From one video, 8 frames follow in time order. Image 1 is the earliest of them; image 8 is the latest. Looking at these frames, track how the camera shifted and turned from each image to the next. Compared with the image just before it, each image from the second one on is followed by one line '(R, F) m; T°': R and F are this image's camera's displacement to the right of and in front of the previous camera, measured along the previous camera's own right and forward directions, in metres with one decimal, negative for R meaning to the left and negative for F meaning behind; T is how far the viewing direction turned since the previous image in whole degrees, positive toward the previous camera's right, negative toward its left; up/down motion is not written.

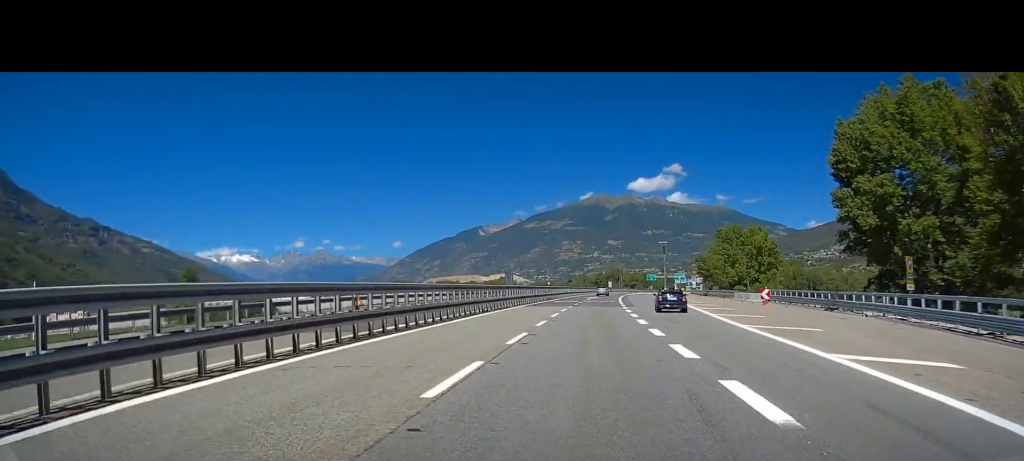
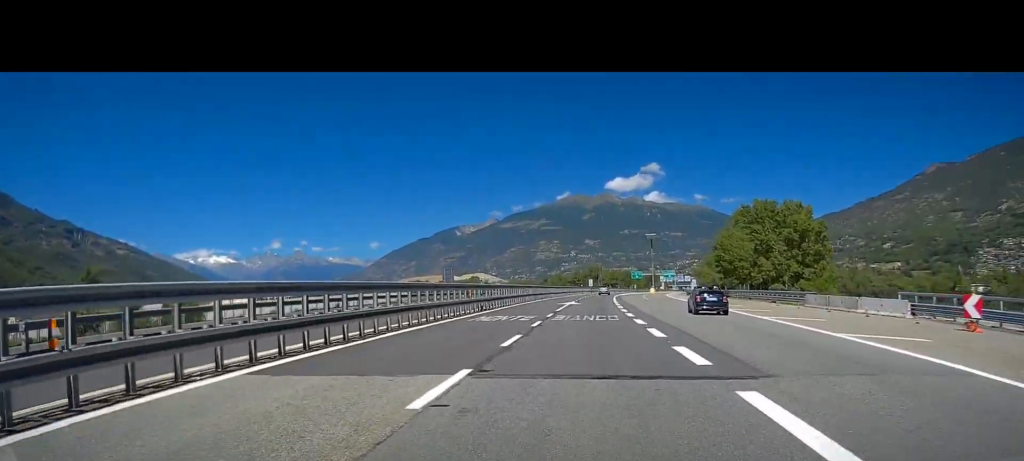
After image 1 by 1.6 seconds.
(+0.6, +36.8) m; 0°
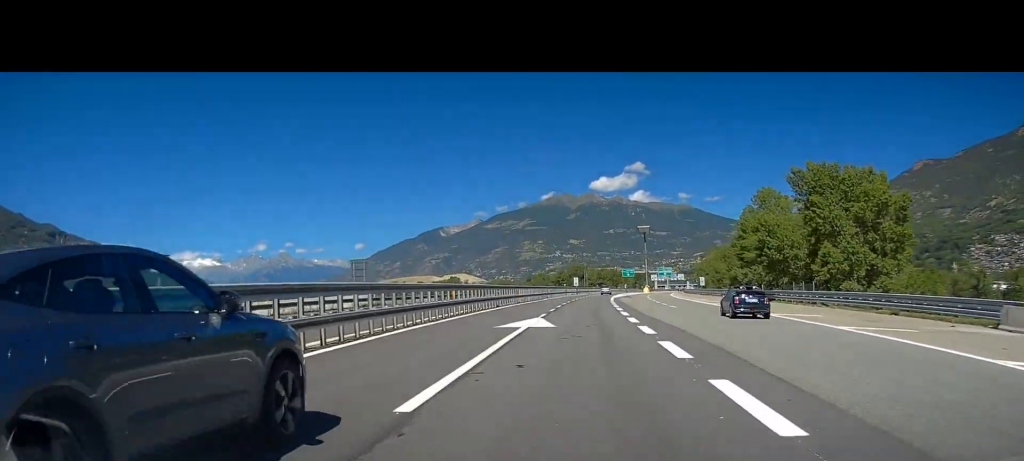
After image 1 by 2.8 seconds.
(-0.1, +28.7) m; +1°
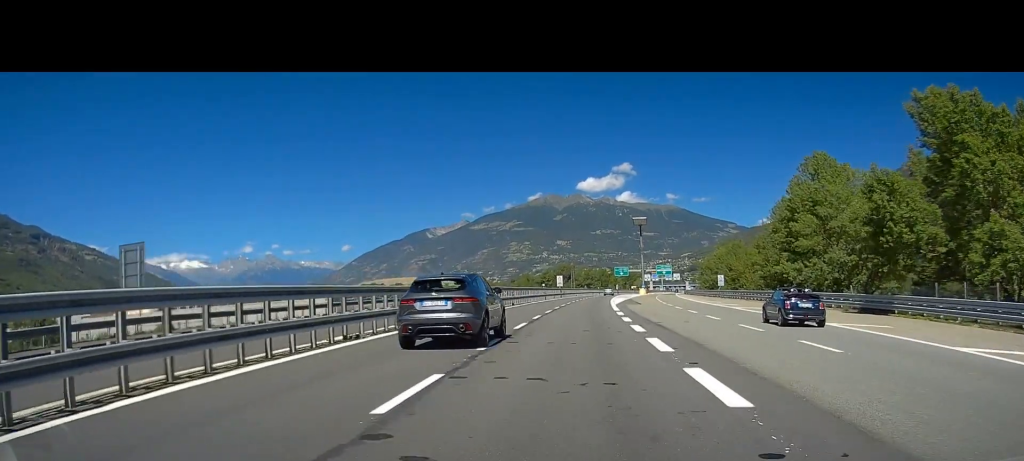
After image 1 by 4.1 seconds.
(+0.4, +28.6) m; +1°
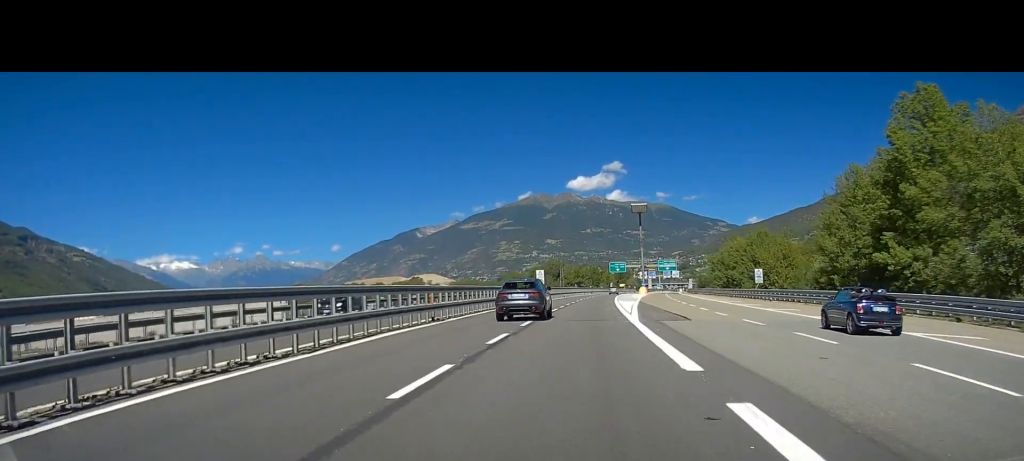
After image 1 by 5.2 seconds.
(+0.1, +27.5) m; 0°
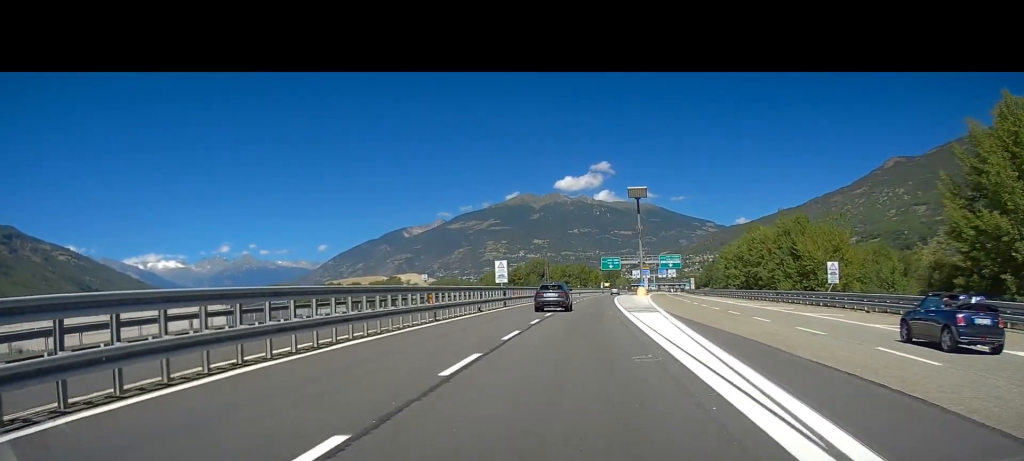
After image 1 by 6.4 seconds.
(-0.2, +26.8) m; +1°
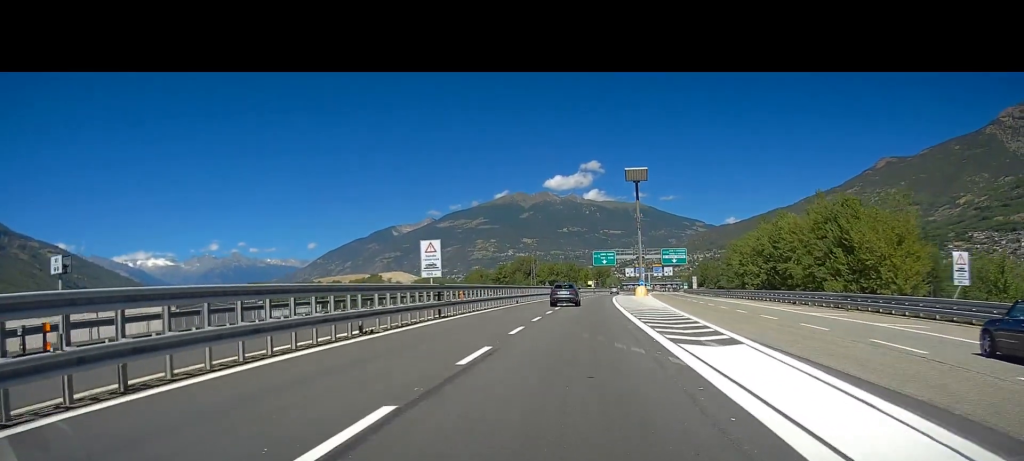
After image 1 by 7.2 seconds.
(+0.5, +20.1) m; +2°
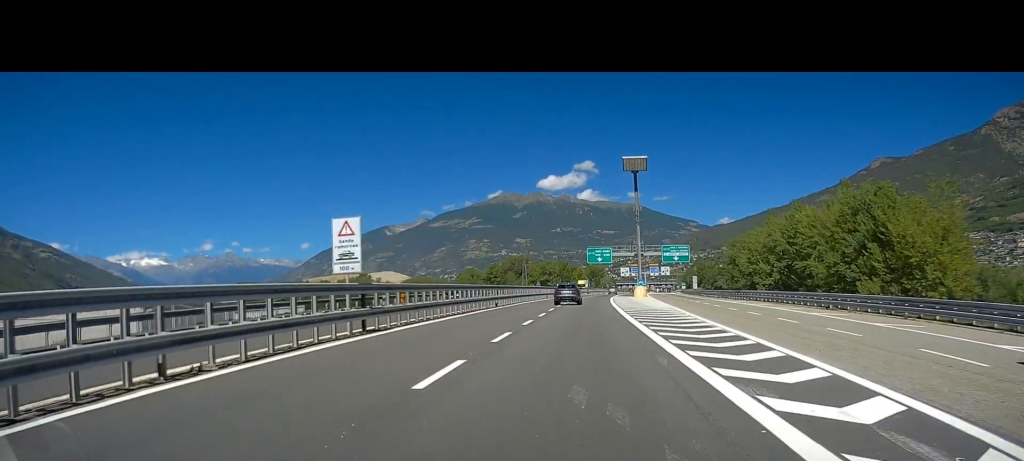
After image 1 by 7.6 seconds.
(+0.1, +9.9) m; +1°
